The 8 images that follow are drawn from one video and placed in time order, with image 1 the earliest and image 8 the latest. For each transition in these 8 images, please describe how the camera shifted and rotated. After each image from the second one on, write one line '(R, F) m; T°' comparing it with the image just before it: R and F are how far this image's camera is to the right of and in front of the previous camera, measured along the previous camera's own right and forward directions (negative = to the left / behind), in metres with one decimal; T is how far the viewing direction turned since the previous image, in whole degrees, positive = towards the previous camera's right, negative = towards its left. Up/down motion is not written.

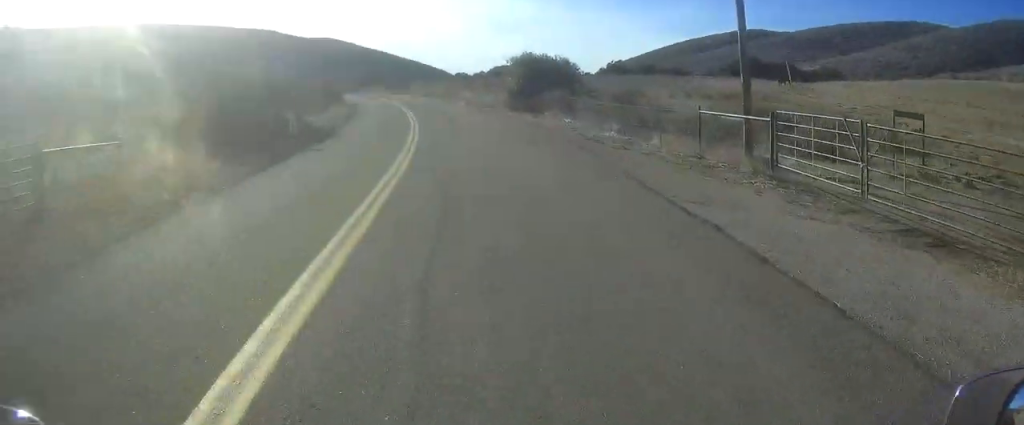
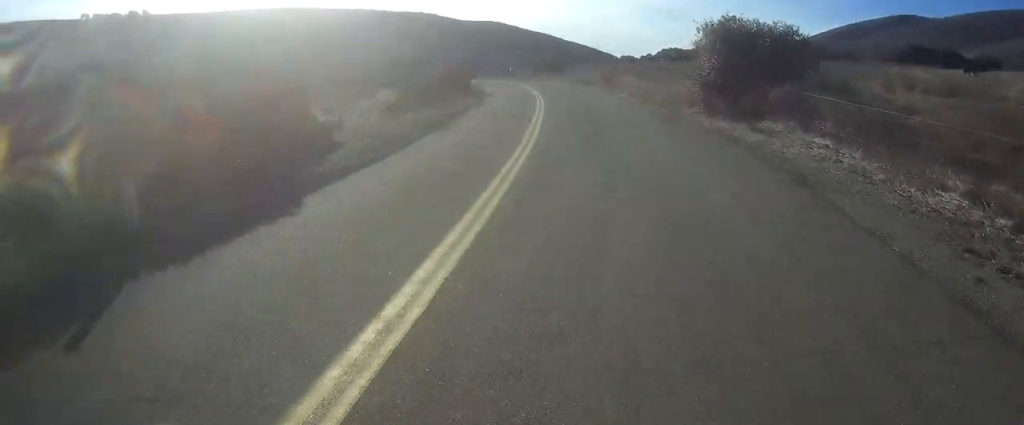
(-0.6, +14.6) m; -3°
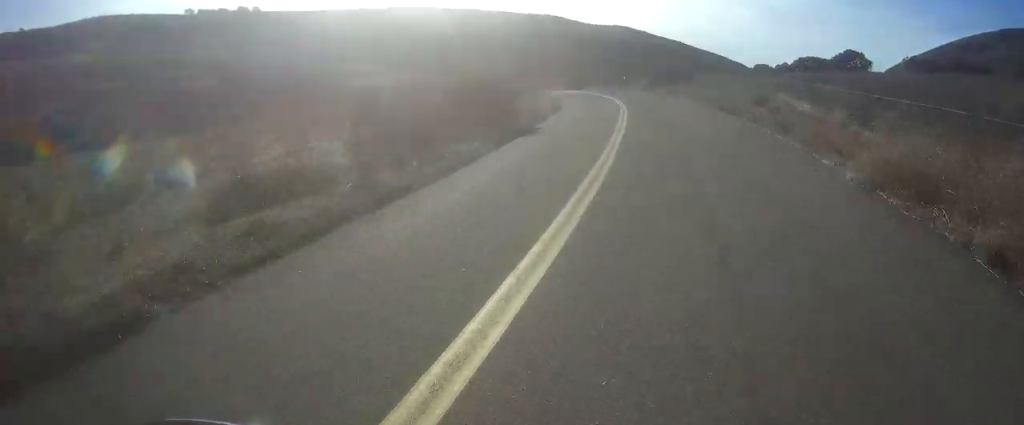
(-0.7, +21.8) m; -3°
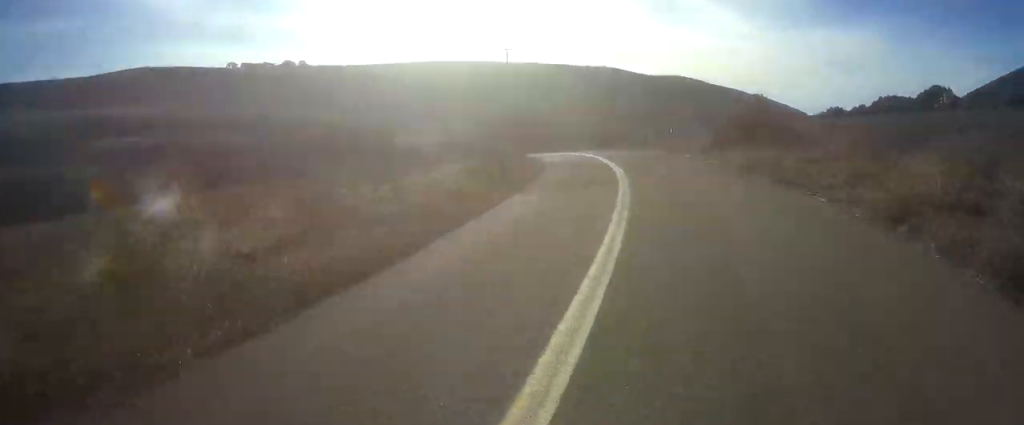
(-0.7, +28.3) m; -4°
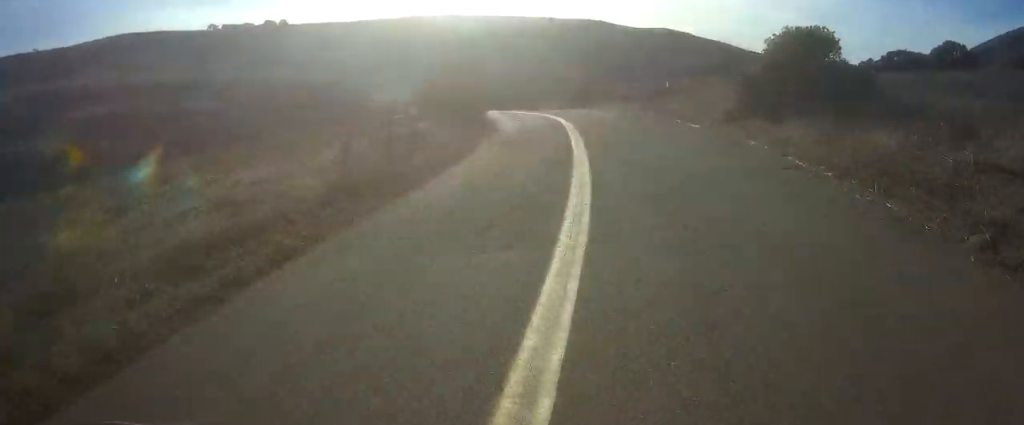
(-0.3, +13.1) m; -5°
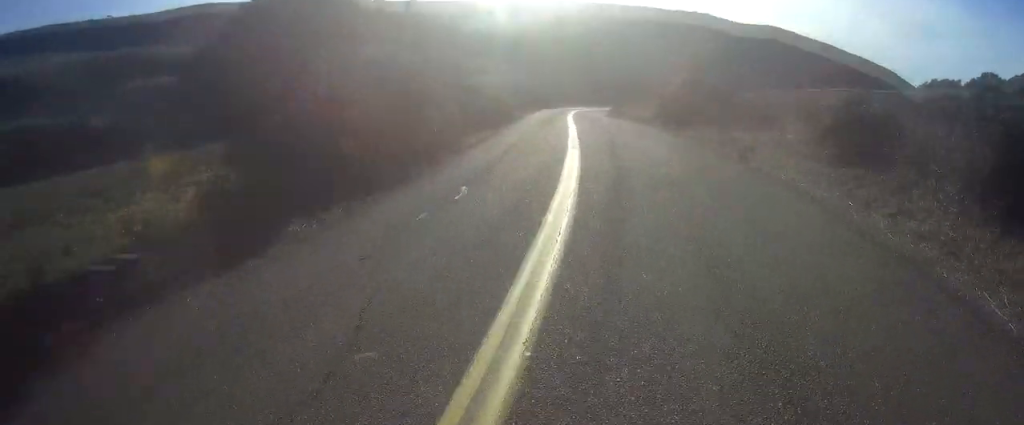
(-4.4, +31.3) m; -15°
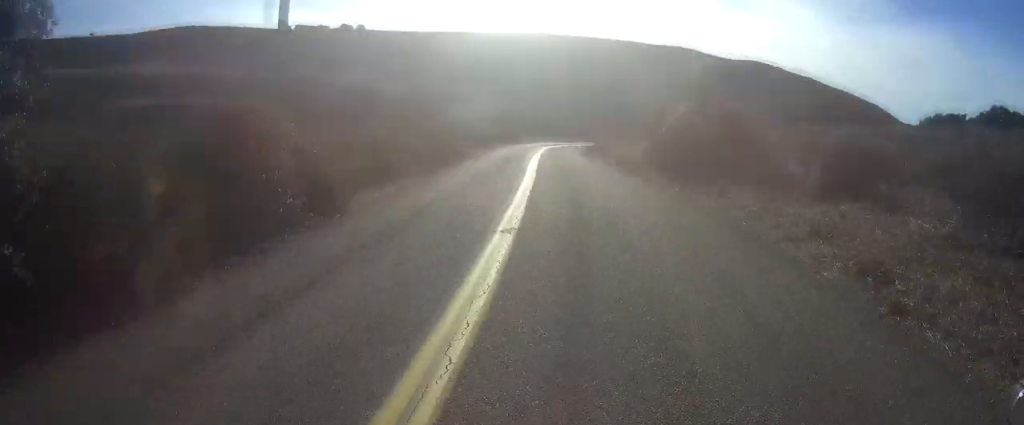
(-0.4, +9.2) m; -1°
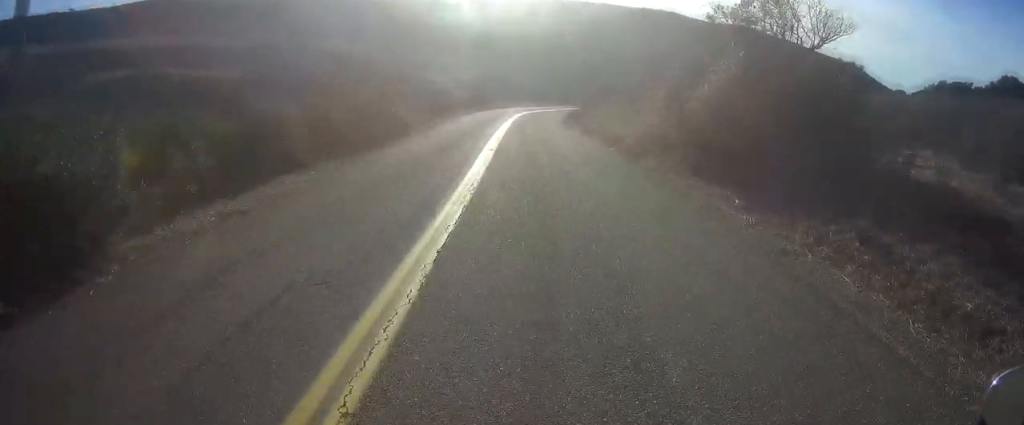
(-0.2, +8.5) m; 0°
